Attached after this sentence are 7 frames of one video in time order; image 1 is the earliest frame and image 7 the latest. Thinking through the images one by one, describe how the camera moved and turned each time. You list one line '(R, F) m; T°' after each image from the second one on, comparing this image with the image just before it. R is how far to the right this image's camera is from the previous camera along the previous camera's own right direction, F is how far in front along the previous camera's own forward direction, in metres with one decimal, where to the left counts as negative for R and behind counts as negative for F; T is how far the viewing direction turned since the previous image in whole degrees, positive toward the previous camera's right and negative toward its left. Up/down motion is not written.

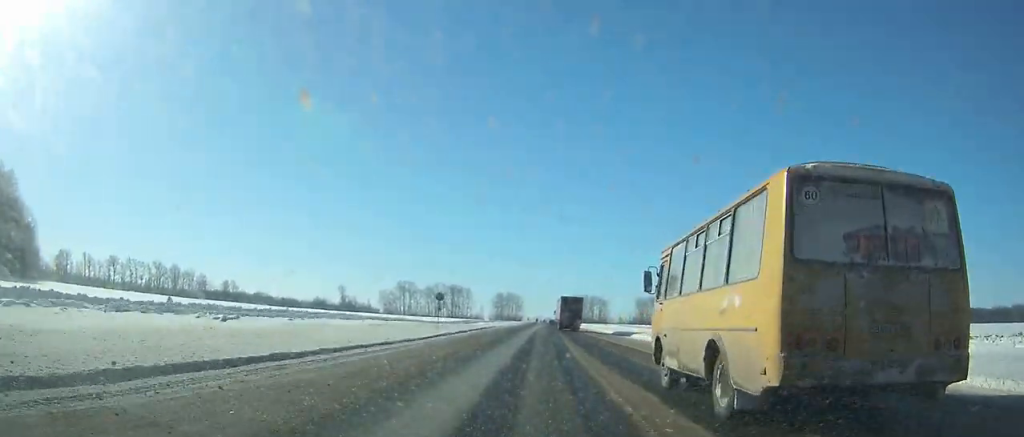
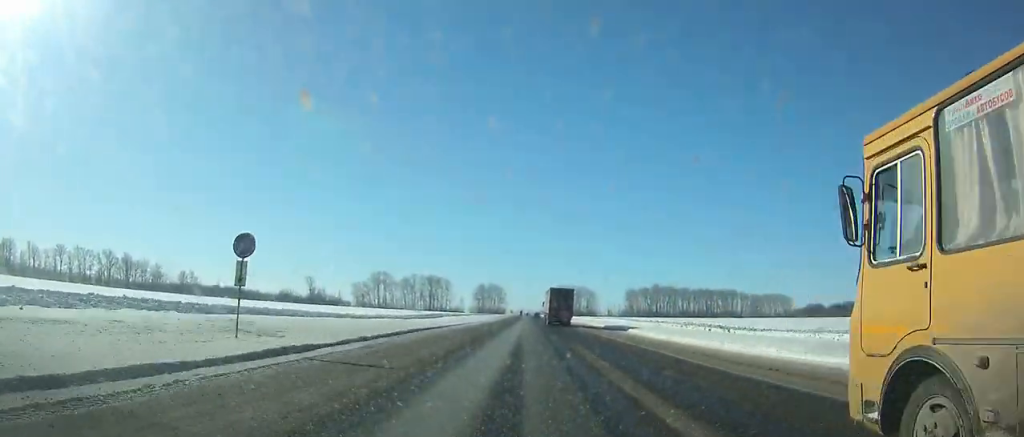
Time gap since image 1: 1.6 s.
(0.0, +29.3) m; +1°
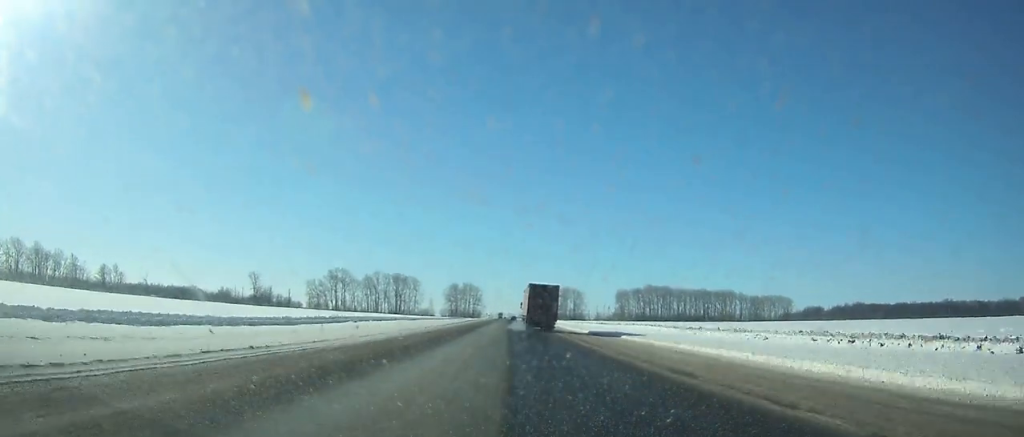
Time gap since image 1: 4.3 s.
(+0.7, +51.2) m; +1°
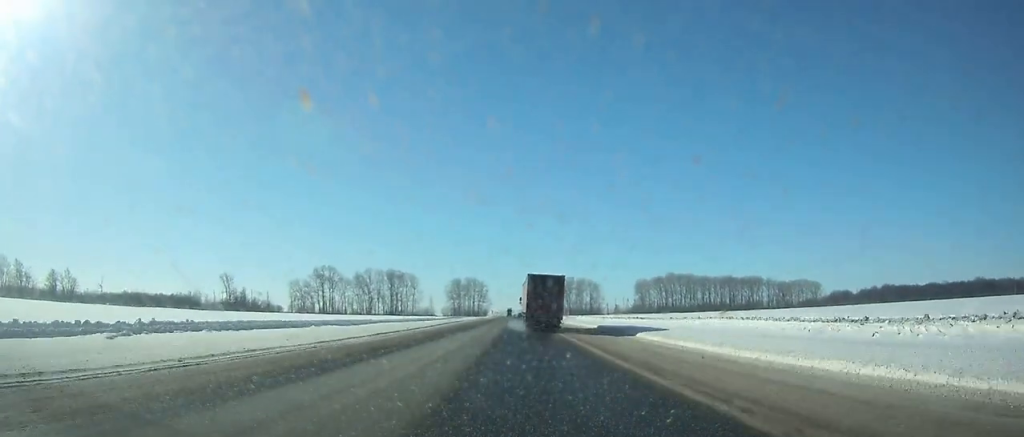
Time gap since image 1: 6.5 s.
(+0.1, +42.3) m; 0°
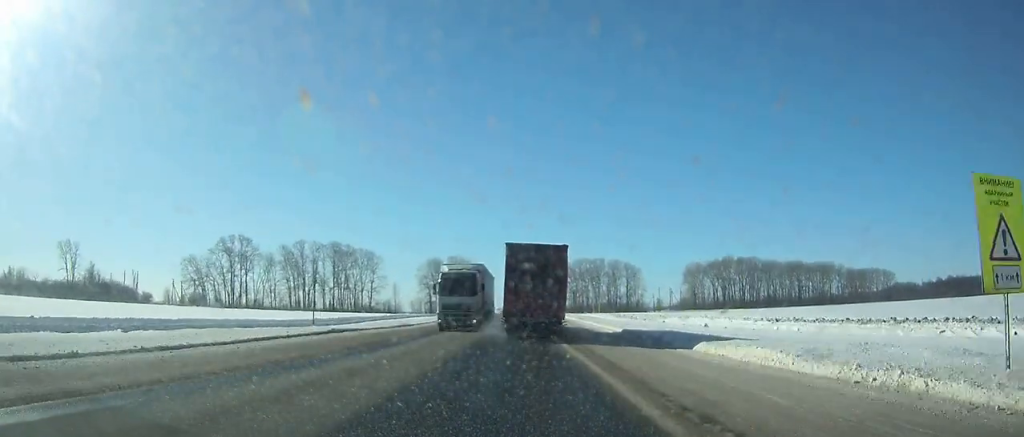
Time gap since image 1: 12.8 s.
(-1.1, +117.1) m; -1°
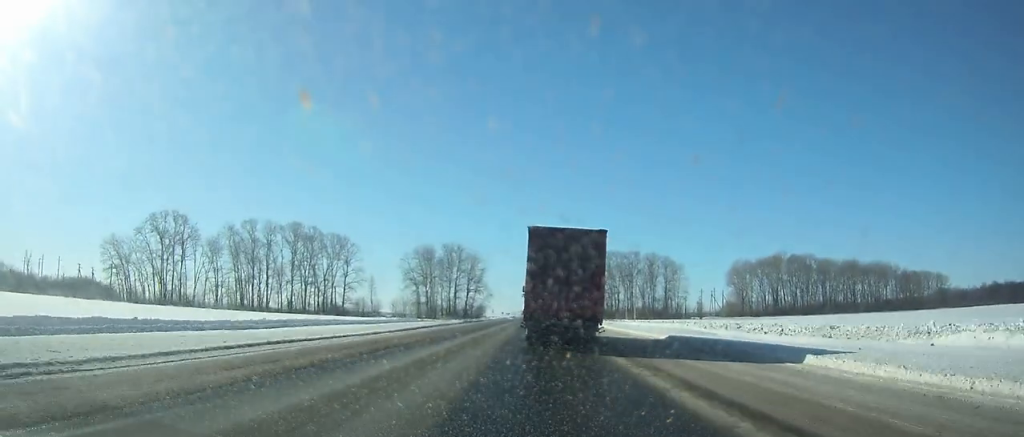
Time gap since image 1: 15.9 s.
(-0.4, +53.9) m; 0°
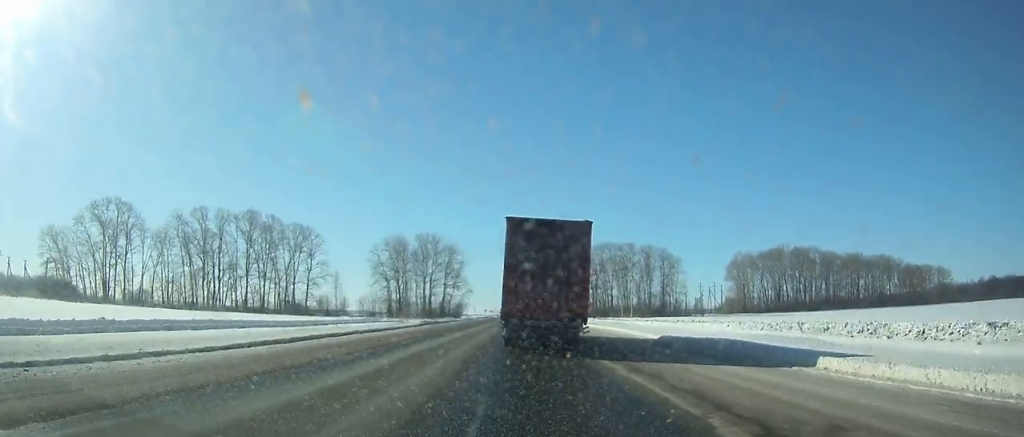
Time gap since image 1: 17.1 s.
(0.0, +19.9) m; 0°
